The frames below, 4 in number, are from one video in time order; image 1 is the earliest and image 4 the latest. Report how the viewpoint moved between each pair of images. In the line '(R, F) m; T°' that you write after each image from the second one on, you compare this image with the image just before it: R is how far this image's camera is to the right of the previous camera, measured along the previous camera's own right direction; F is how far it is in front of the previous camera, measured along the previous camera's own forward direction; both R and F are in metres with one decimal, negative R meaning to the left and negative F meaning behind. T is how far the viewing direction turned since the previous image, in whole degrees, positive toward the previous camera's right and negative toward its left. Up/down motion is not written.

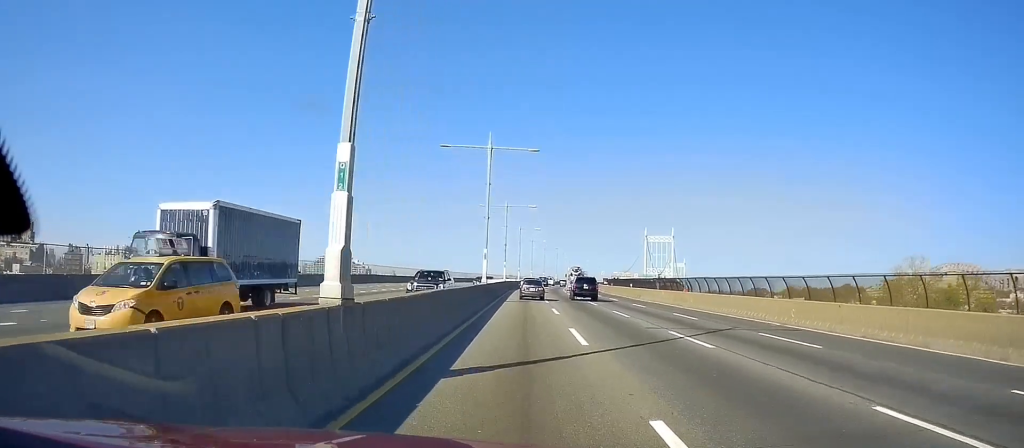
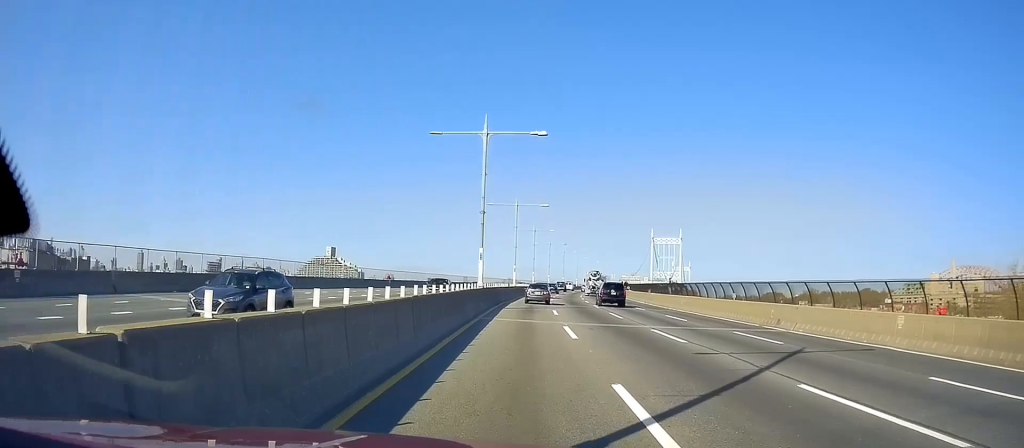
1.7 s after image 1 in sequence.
(0.0, +34.0) m; -1°
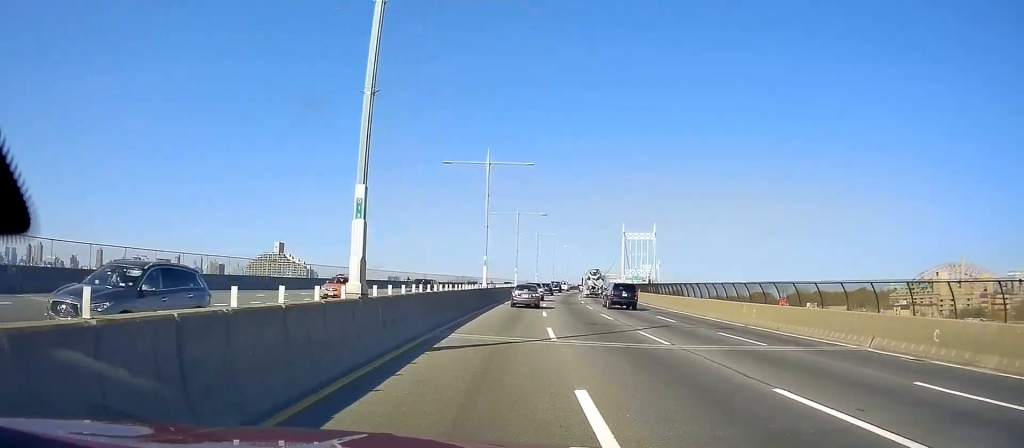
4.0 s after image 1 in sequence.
(+0.8, +48.1) m; +2°
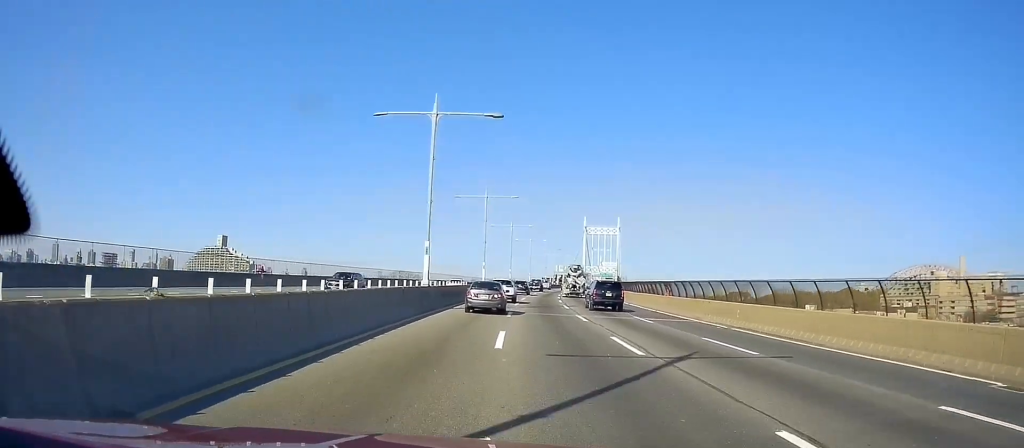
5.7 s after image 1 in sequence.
(+1.2, +38.5) m; +4°
